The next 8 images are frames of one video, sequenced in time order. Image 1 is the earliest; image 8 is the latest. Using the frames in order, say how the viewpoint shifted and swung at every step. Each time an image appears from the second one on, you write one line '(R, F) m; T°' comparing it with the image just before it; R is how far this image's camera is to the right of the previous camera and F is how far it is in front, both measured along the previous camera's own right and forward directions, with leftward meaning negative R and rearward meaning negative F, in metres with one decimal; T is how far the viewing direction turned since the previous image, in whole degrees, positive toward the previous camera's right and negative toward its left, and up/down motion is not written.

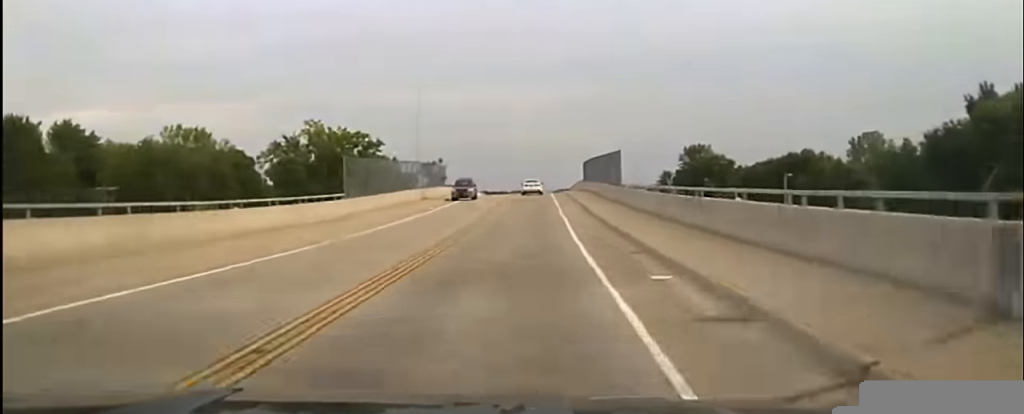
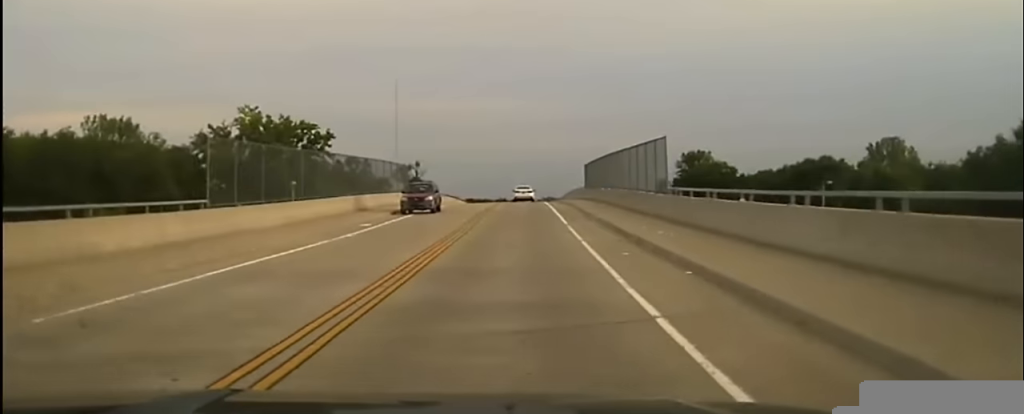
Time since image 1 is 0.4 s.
(+0.3, +20.5) m; 0°
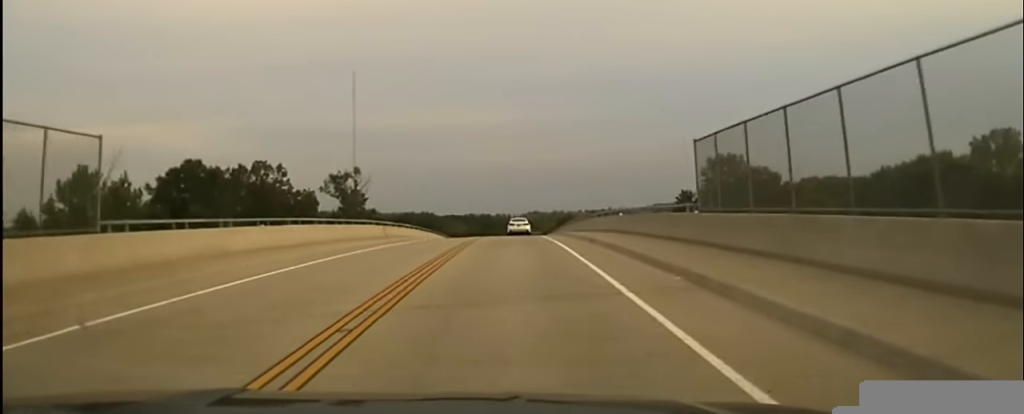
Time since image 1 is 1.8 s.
(+0.5, +59.3) m; 0°
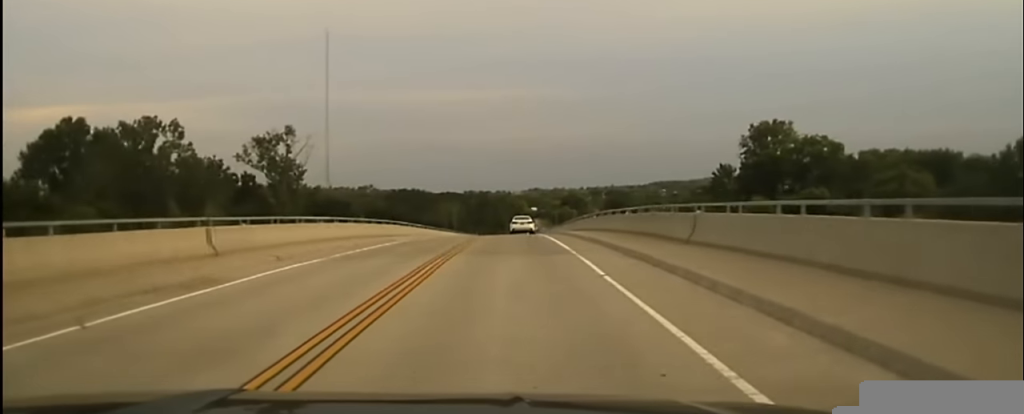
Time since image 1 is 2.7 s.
(0.0, +36.8) m; 0°
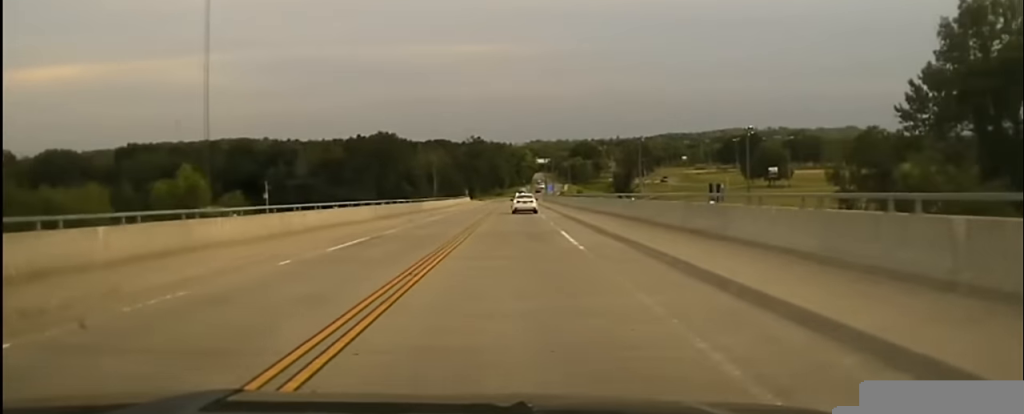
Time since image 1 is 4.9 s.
(0.0, +77.6) m; 0°
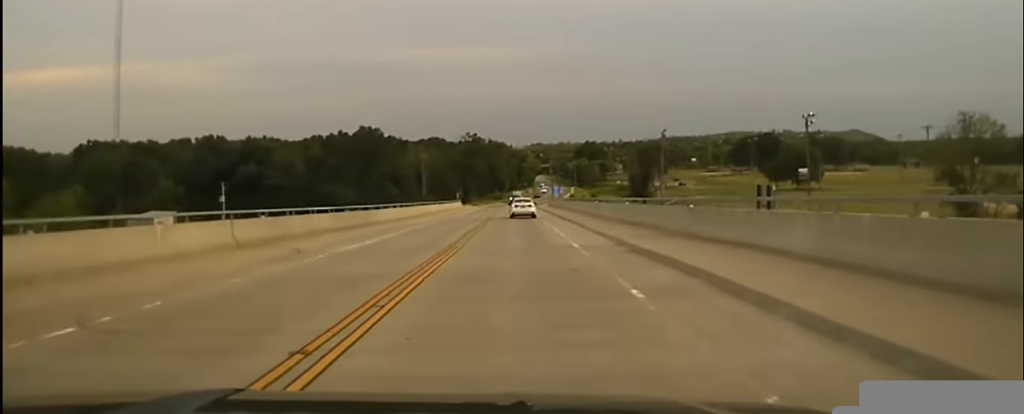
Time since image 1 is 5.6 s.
(+0.1, +27.0) m; 0°
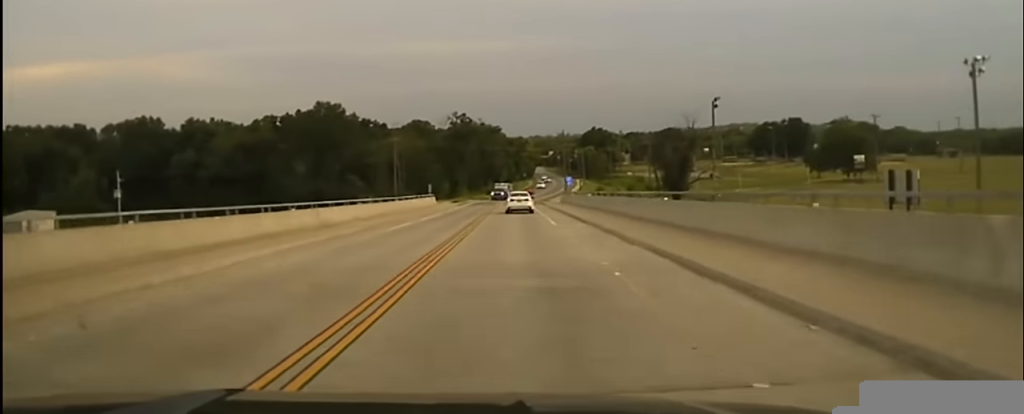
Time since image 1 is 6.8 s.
(+0.2, +43.1) m; 0°
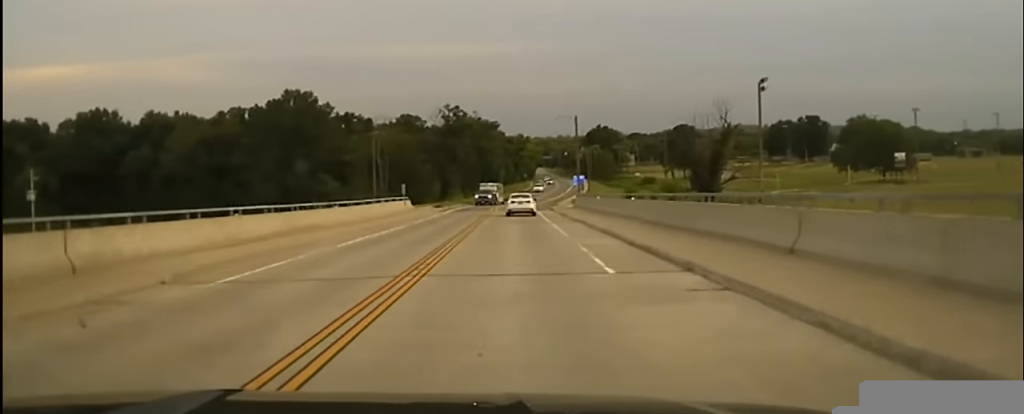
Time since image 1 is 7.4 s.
(0.0, +23.5) m; 0°
